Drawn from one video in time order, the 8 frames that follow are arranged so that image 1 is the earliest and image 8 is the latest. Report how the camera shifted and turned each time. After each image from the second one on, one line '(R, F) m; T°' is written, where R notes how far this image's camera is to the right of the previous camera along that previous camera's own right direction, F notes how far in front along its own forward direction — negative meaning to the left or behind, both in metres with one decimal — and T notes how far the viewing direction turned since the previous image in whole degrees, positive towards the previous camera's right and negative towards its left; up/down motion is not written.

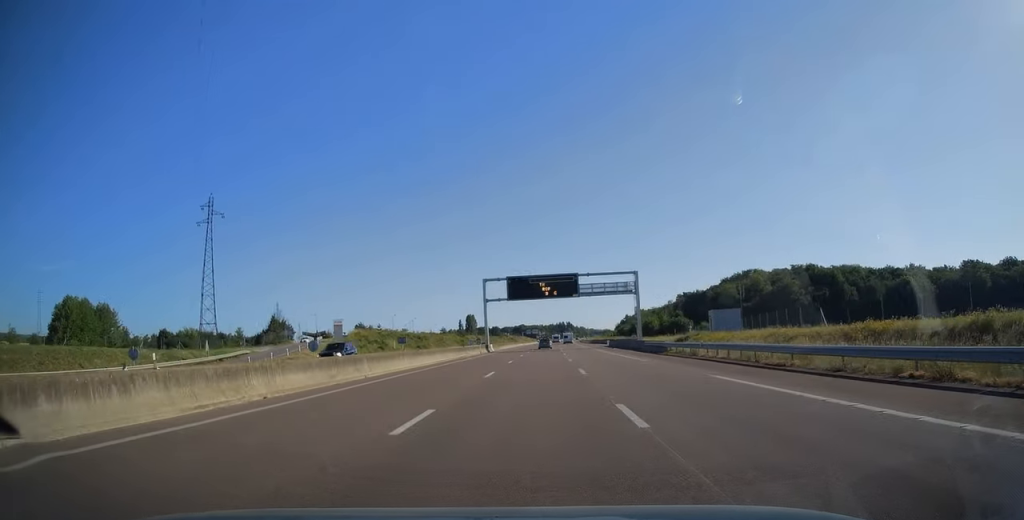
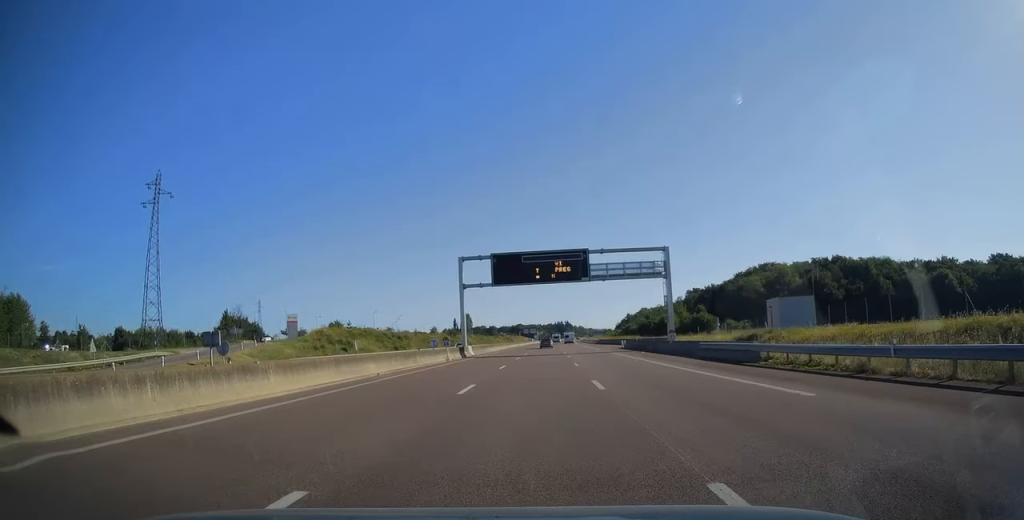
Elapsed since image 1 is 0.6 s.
(0.0, +19.5) m; 0°
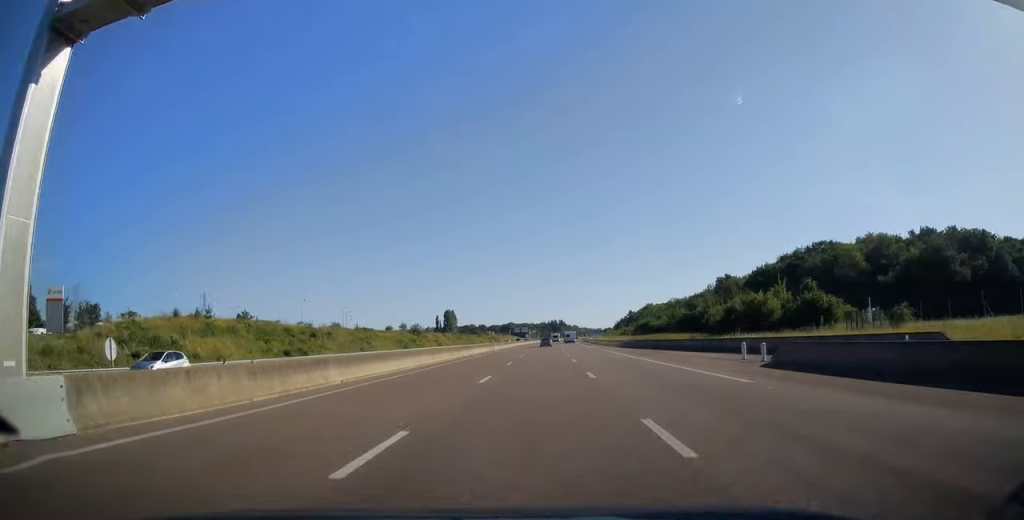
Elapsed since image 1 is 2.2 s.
(+0.1, +47.8) m; 0°
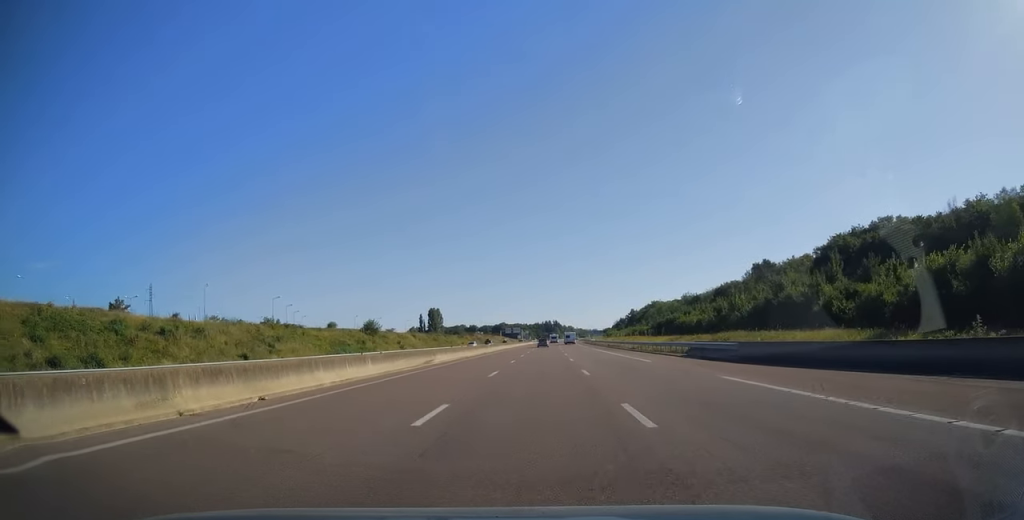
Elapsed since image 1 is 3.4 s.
(+0.1, +36.7) m; 0°
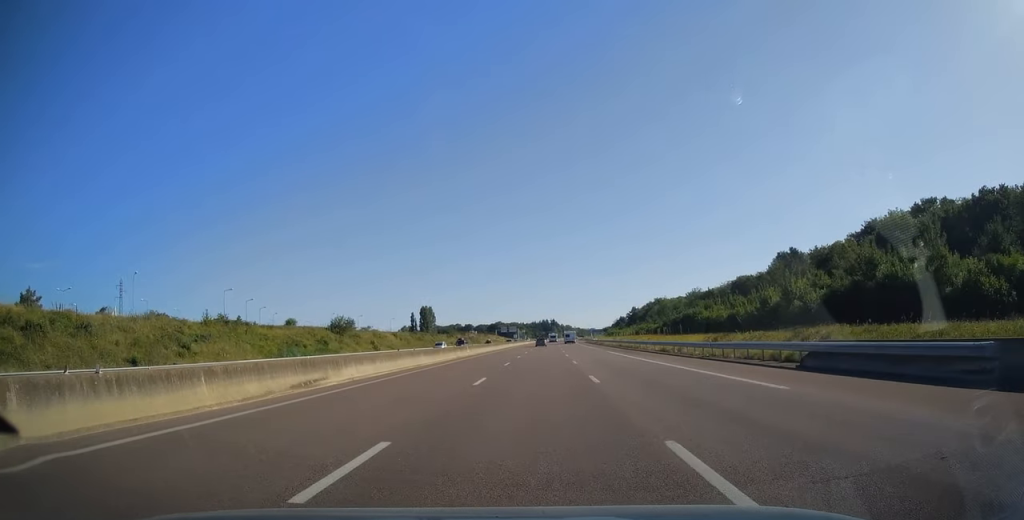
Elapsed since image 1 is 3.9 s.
(0.0, +17.6) m; 0°
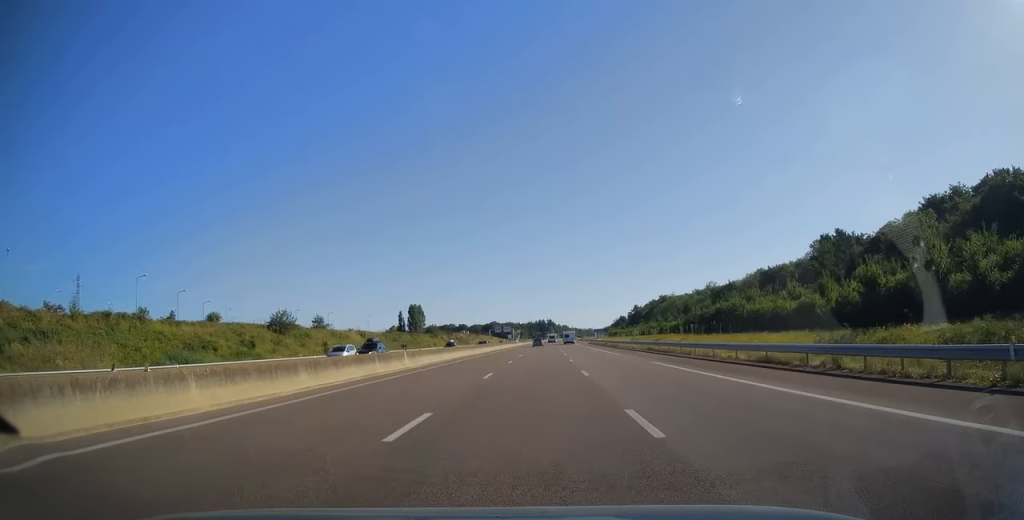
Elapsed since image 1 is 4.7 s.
(0.0, +22.8) m; 0°
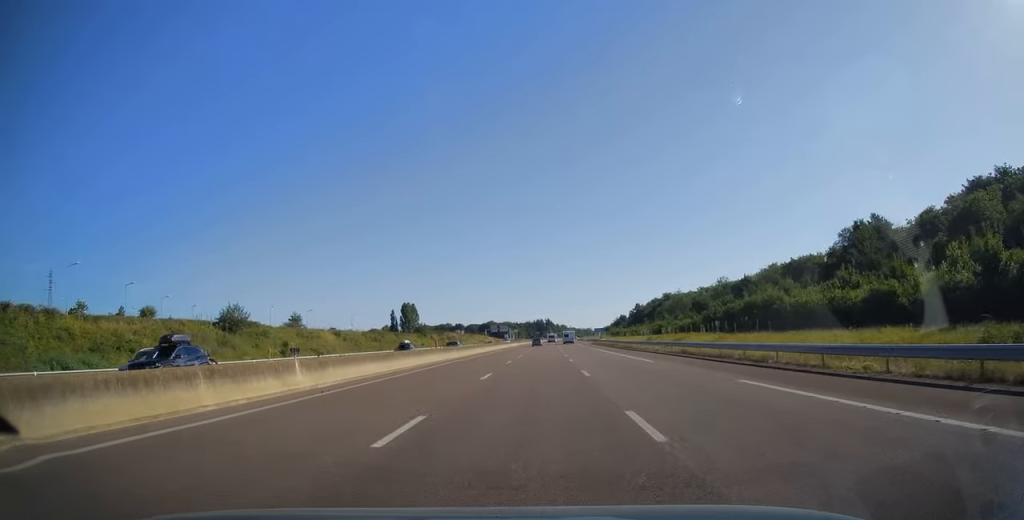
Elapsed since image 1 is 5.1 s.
(0.0, +13.4) m; 0°
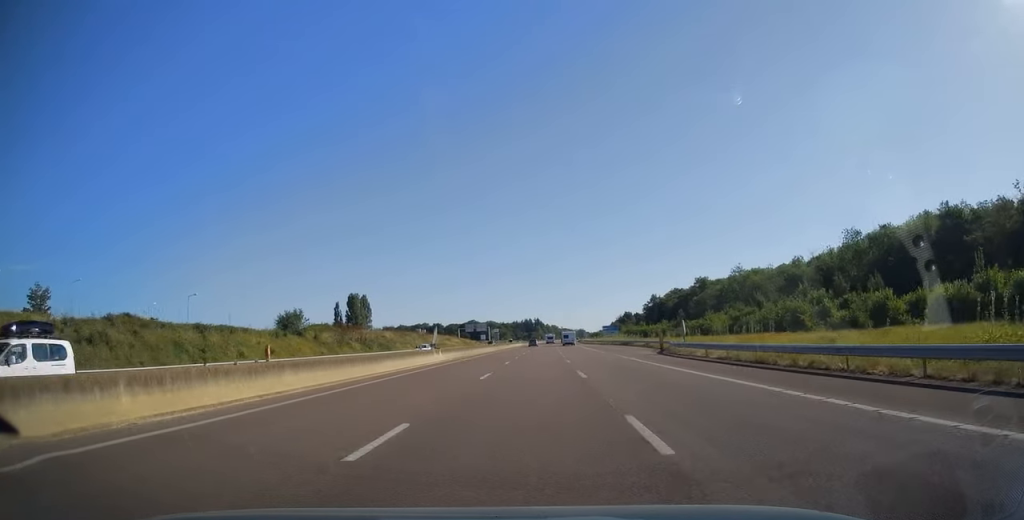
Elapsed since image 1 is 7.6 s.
(+1.3, +77.9) m; +2°
